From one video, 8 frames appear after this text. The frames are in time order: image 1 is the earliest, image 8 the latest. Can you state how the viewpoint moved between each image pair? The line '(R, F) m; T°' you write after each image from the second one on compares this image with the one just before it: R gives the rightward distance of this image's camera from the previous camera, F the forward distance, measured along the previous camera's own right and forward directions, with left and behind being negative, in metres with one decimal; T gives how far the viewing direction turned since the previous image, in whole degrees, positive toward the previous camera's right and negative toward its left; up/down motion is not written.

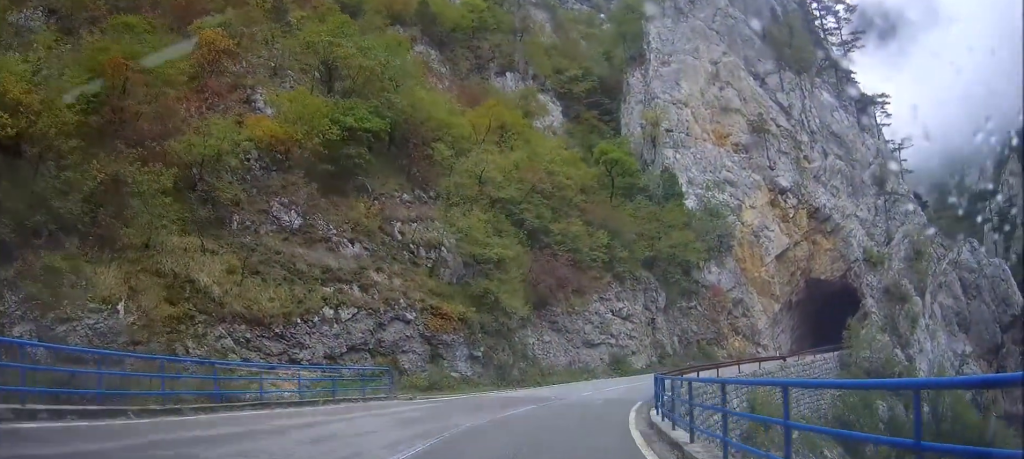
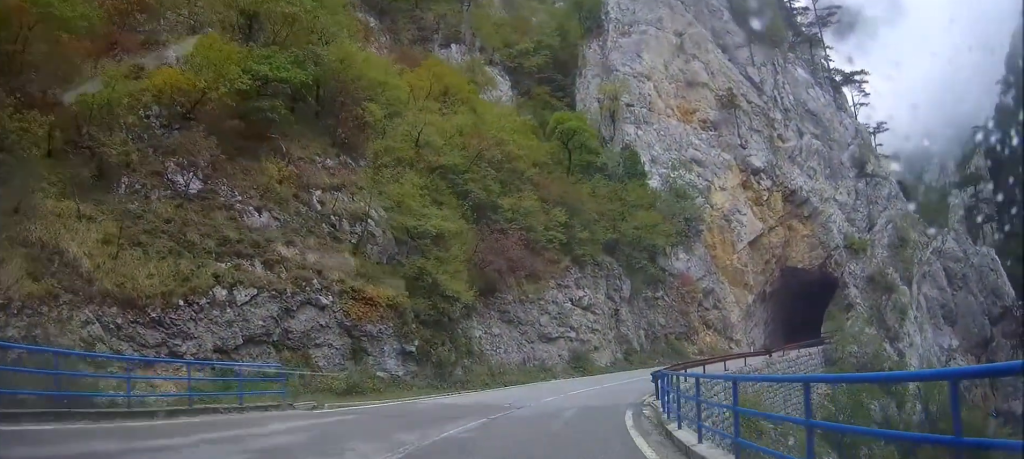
(0.0, +8.6) m; +5°
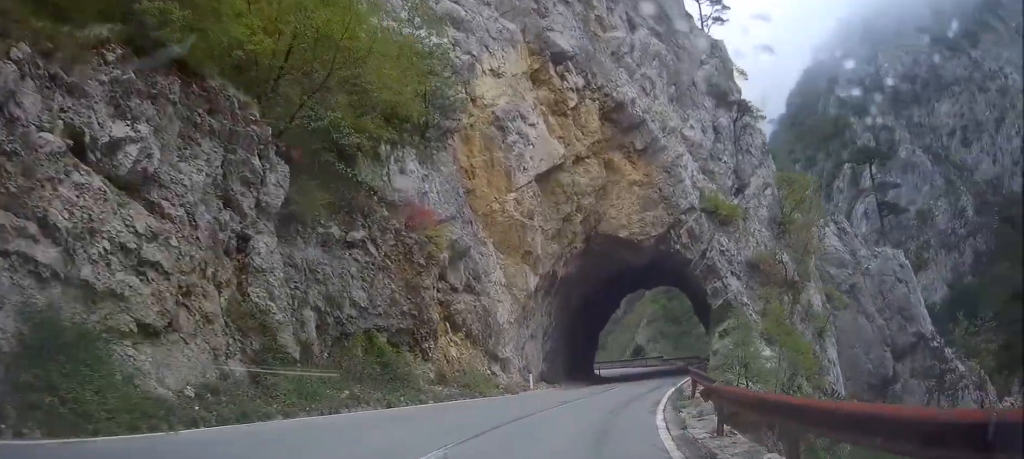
(+11.8, +29.8) m; +41°
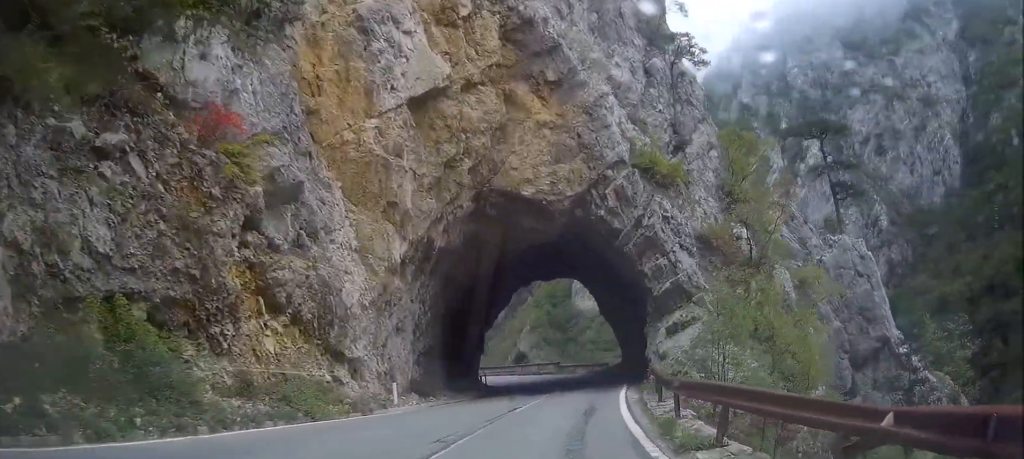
(+0.8, +10.7) m; +3°
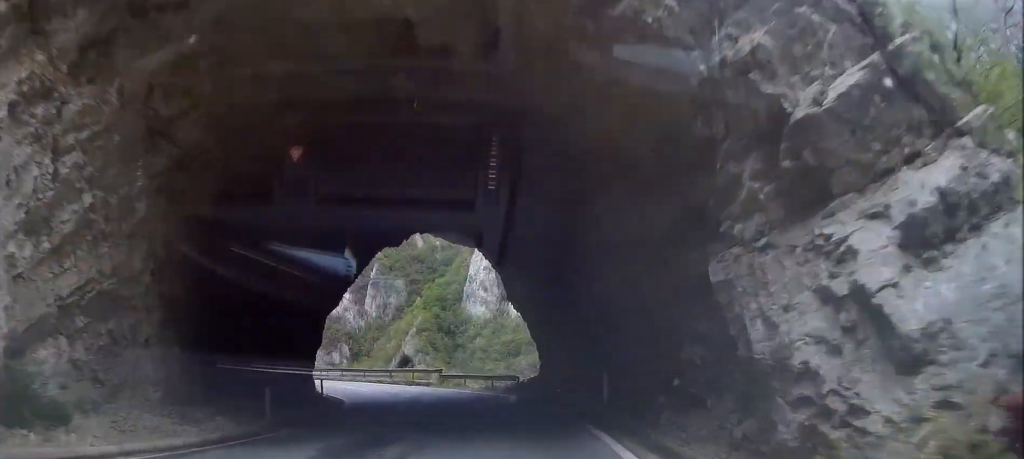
(+0.9, +20.5) m; +10°
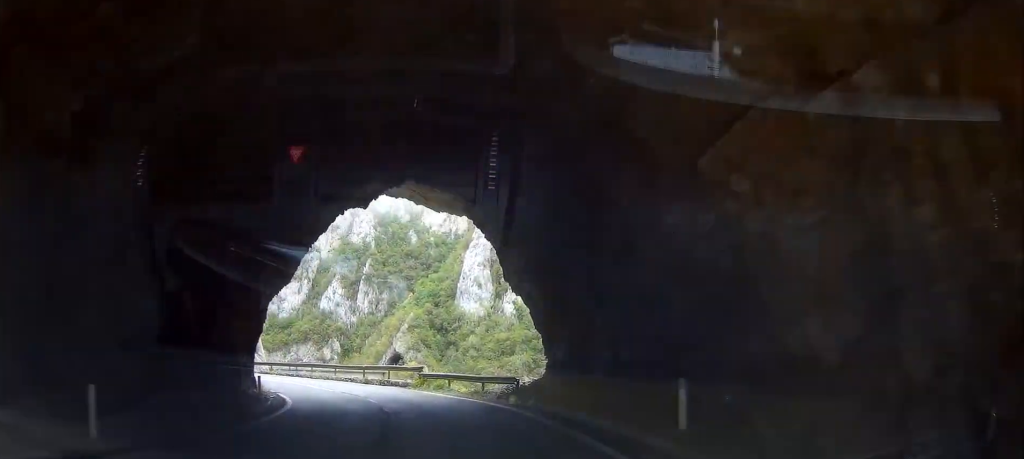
(+0.5, +8.7) m; +2°
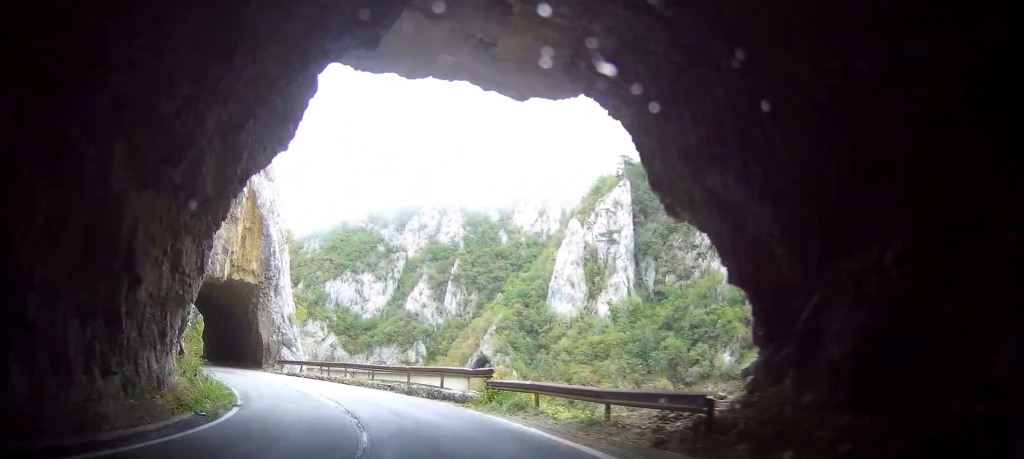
(-0.9, +16.2) m; -6°
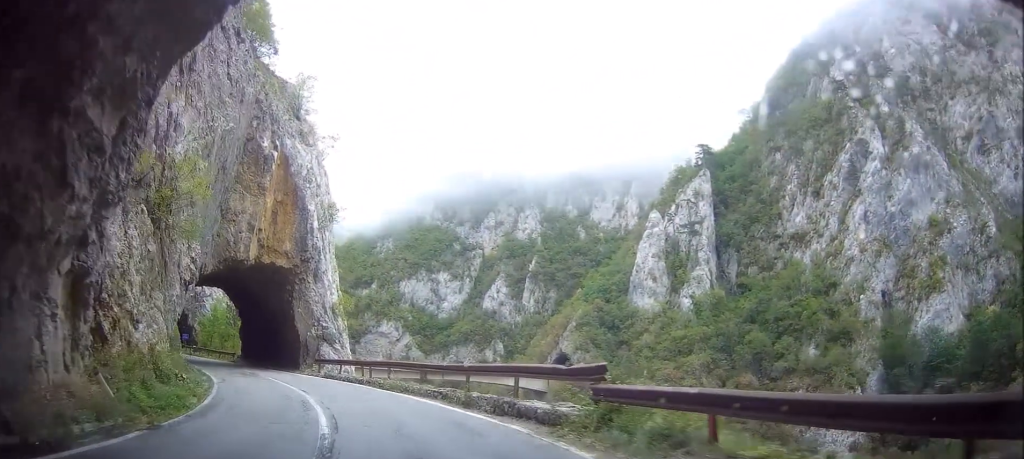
(-0.2, +10.0) m; -7°
